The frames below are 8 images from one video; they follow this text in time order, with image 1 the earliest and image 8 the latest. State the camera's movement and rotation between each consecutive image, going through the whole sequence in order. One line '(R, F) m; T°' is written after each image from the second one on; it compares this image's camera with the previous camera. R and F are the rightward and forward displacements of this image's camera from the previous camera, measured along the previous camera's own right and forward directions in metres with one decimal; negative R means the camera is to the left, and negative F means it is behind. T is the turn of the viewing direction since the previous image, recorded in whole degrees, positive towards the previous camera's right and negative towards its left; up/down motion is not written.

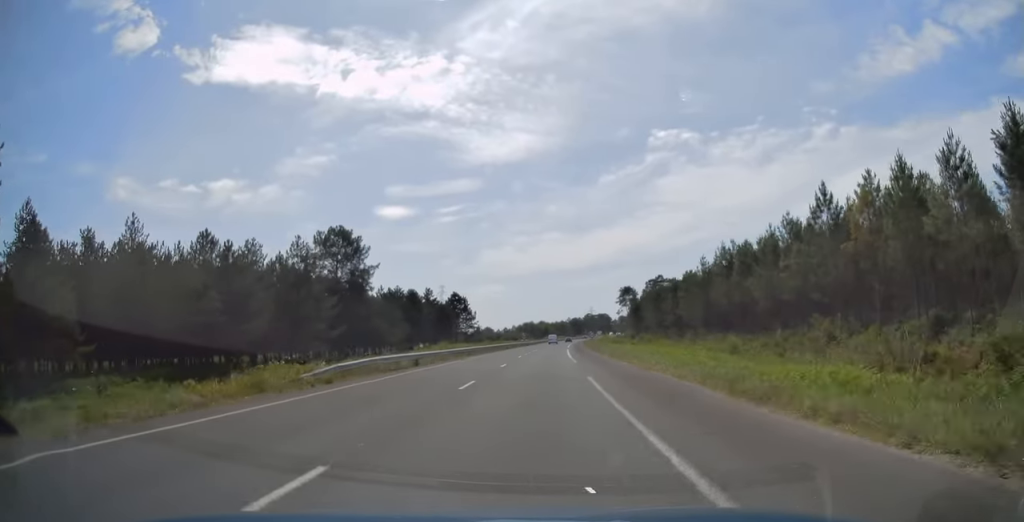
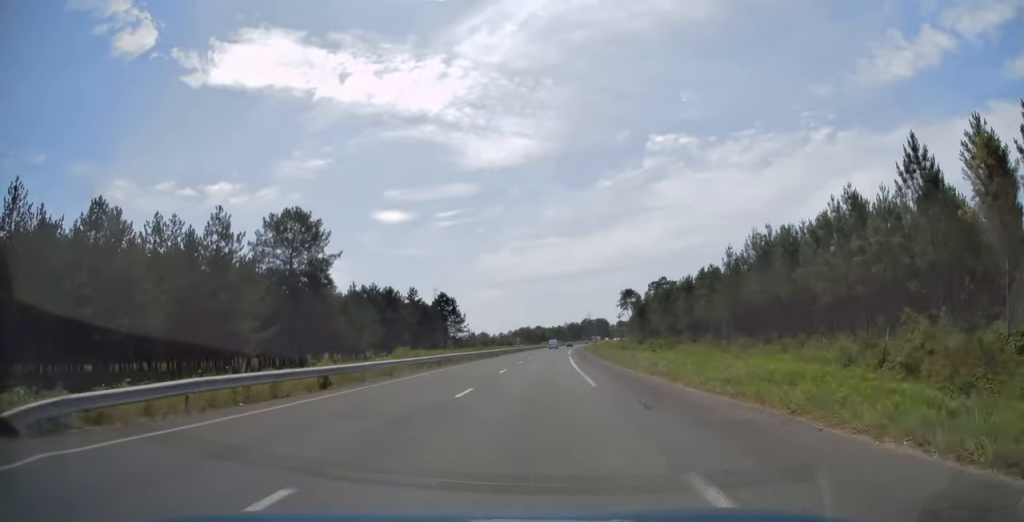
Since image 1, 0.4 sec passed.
(-0.1, +14.1) m; 0°
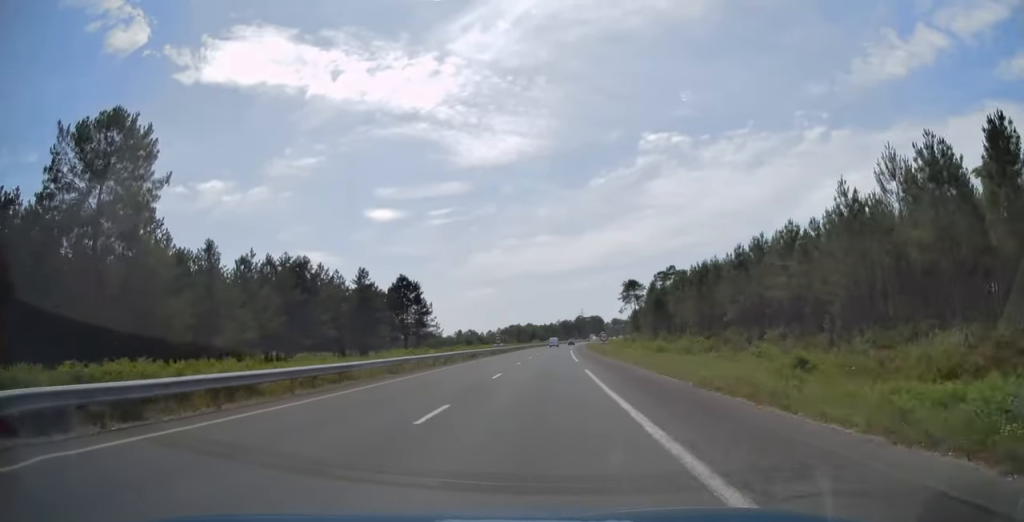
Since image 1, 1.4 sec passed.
(+0.3, +31.4) m; +1°
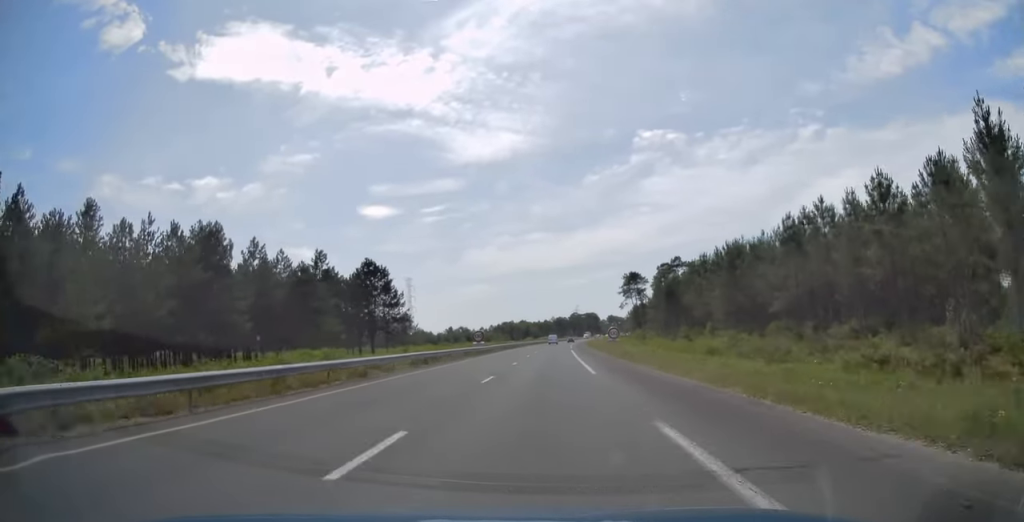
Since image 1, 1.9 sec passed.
(+0.1, +17.3) m; +1°
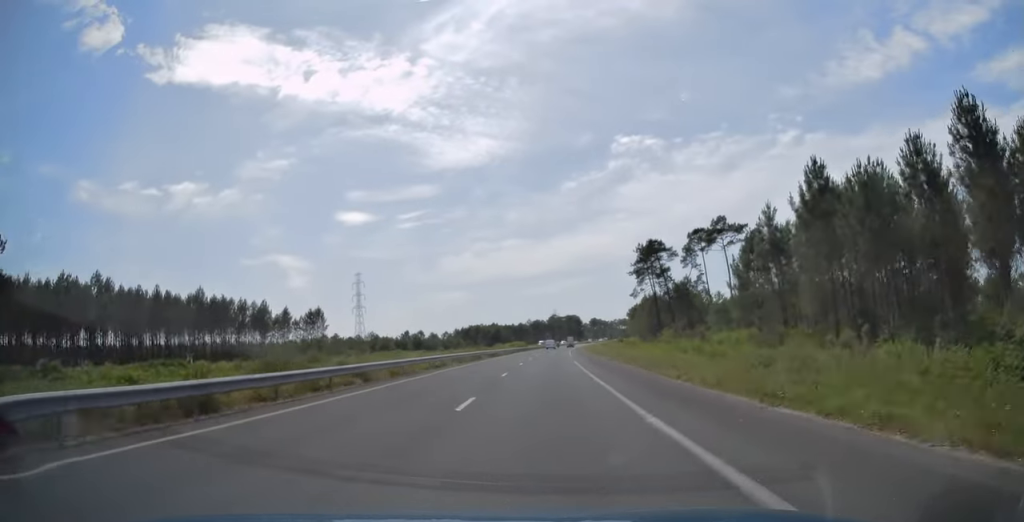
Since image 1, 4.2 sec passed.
(+0.8, +71.9) m; +1°
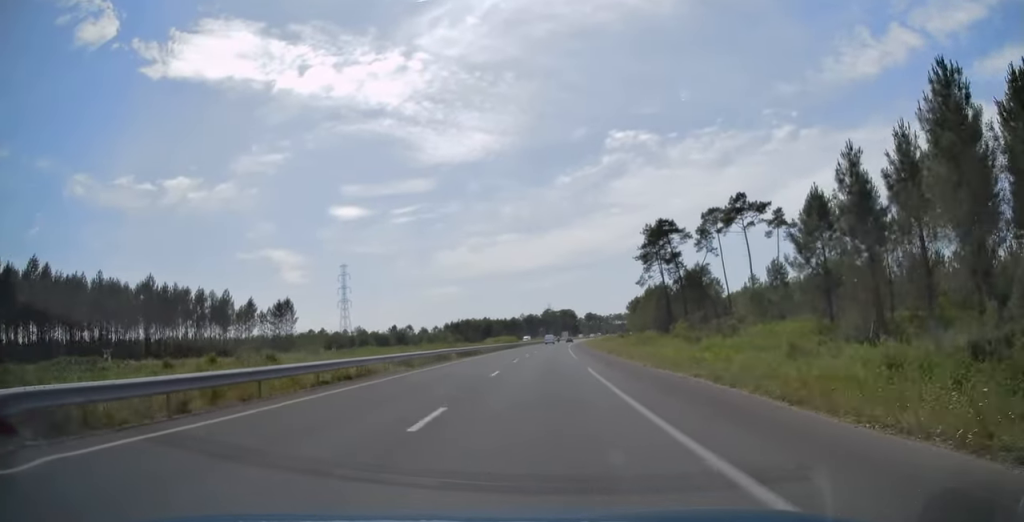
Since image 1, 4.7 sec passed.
(-0.1, +16.8) m; 0°
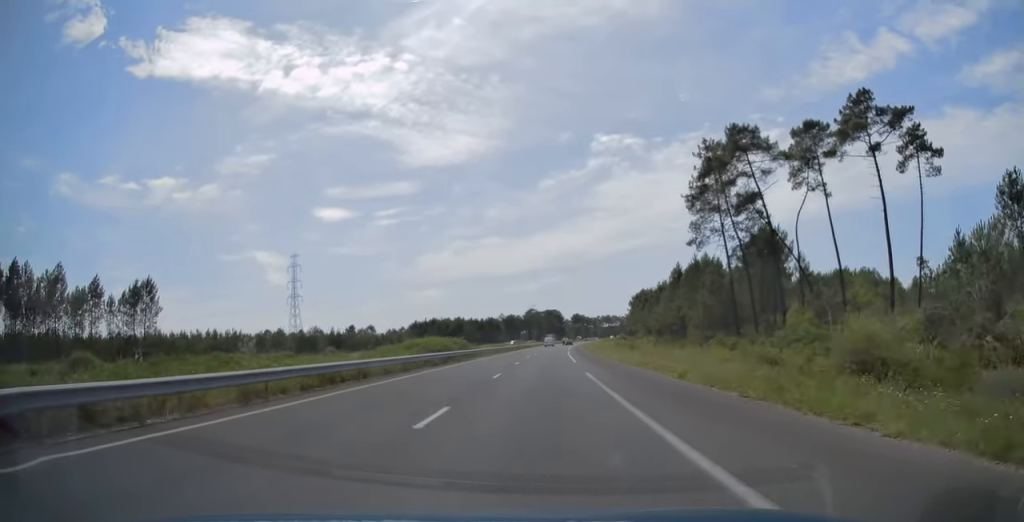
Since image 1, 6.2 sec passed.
(+1.3, +51.4) m; +2°
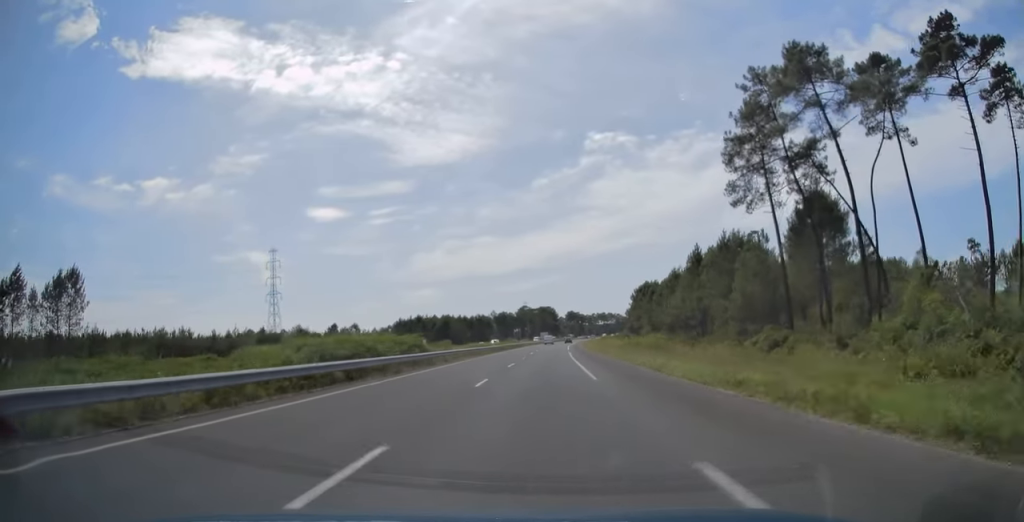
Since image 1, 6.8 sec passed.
(+0.1, +17.9) m; 0°
